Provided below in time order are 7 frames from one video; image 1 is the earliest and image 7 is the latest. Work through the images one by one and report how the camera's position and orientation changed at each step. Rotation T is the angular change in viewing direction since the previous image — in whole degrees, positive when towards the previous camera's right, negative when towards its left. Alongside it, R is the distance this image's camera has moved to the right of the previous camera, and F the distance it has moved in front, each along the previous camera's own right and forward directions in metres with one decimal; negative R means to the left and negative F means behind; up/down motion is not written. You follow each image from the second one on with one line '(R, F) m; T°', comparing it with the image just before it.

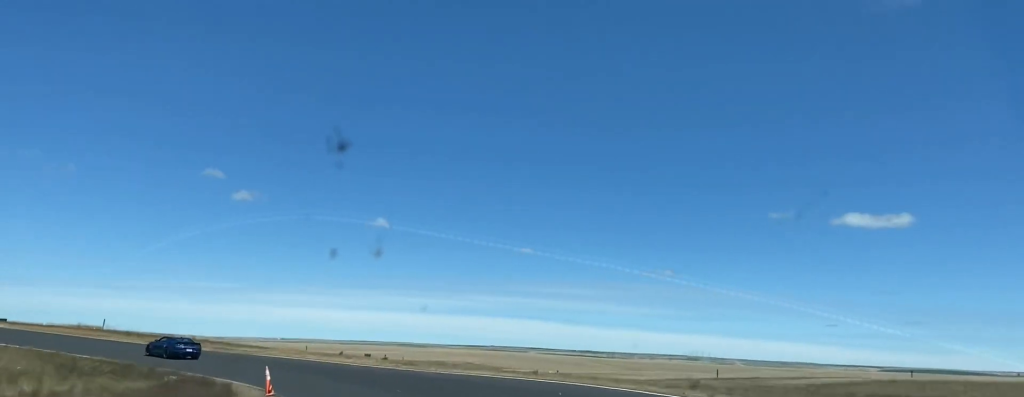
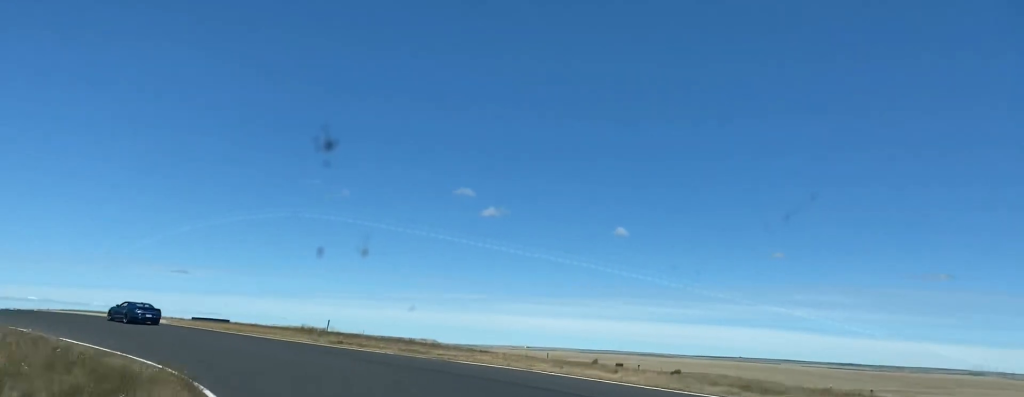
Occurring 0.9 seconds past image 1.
(-4.2, +24.9) m; -18°
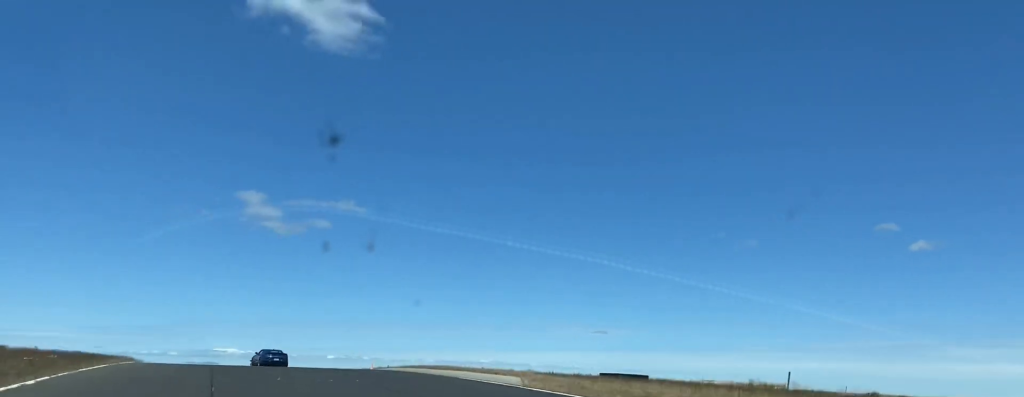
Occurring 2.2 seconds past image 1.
(-7.9, +33.3) m; -25°
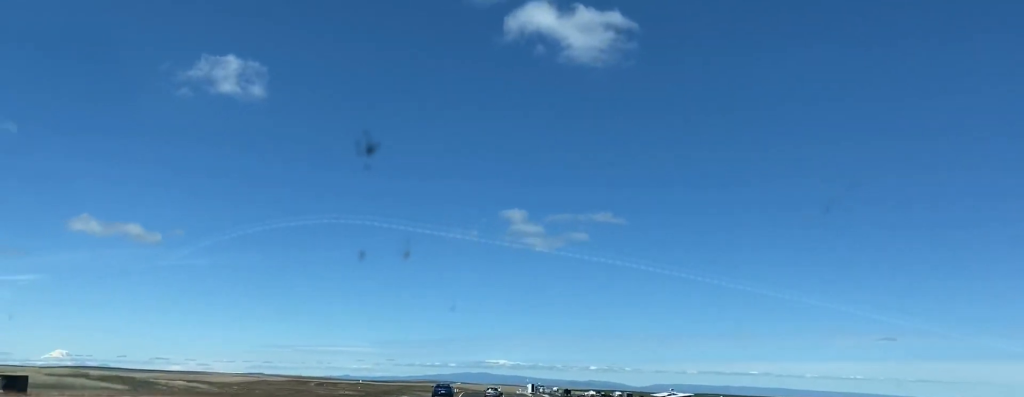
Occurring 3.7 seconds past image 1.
(-9.0, +40.4) m; -18°
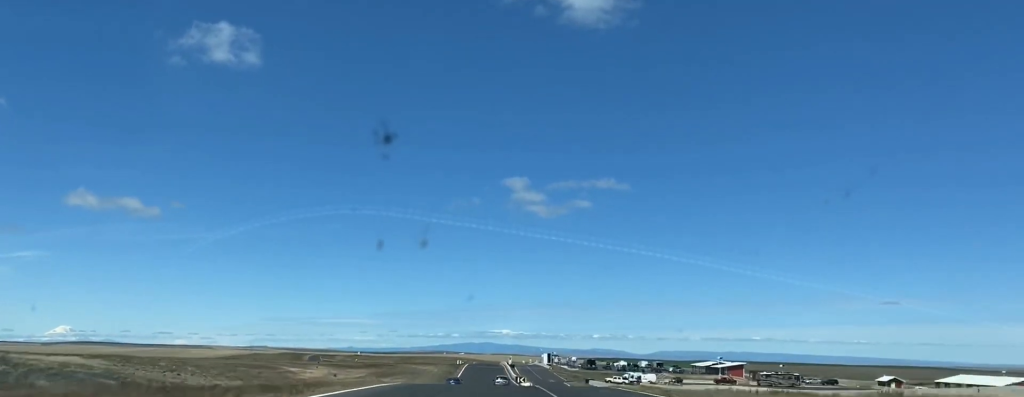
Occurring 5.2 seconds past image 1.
(-2.2, +47.4) m; -3°
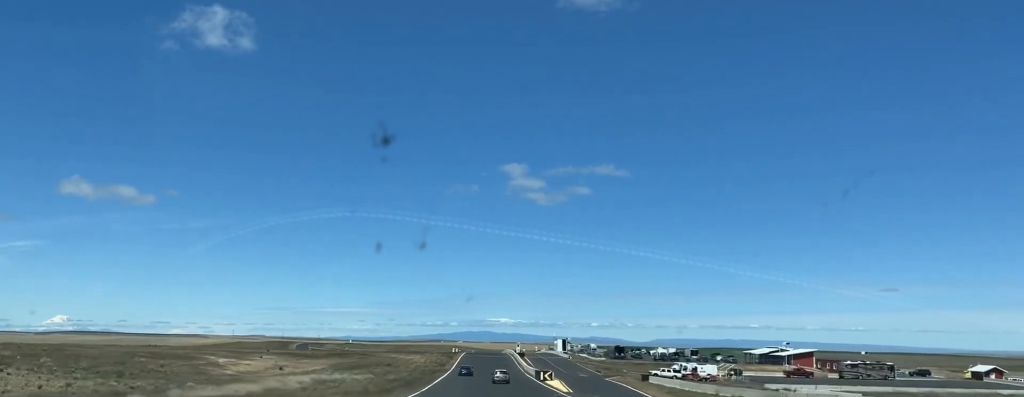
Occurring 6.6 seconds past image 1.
(+0.2, +46.5) m; 0°
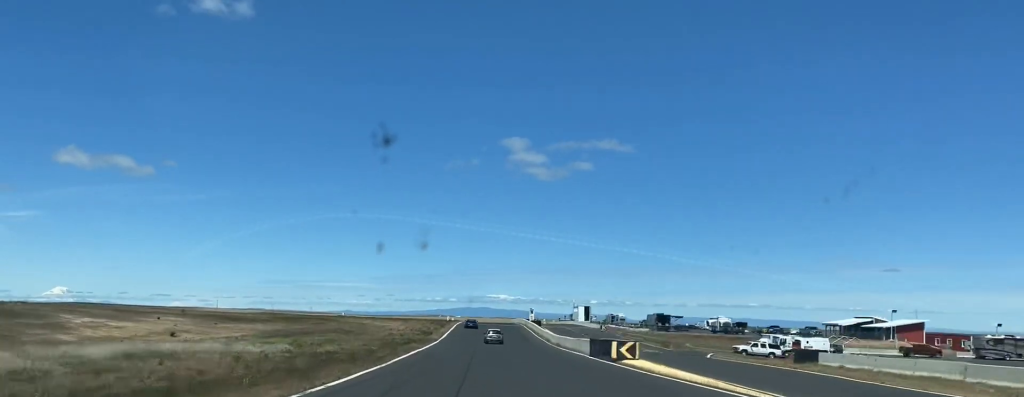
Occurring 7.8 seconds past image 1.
(-0.1, +44.0) m; 0°
